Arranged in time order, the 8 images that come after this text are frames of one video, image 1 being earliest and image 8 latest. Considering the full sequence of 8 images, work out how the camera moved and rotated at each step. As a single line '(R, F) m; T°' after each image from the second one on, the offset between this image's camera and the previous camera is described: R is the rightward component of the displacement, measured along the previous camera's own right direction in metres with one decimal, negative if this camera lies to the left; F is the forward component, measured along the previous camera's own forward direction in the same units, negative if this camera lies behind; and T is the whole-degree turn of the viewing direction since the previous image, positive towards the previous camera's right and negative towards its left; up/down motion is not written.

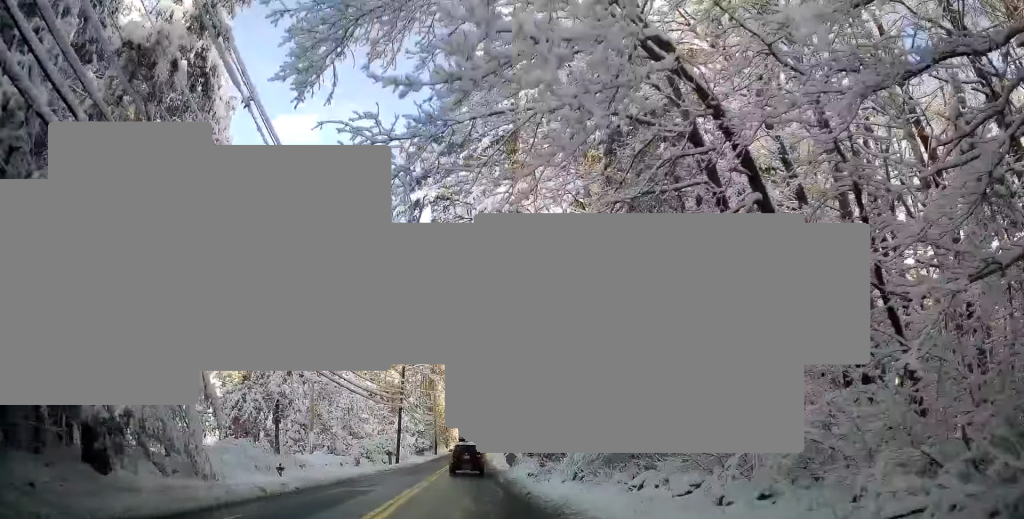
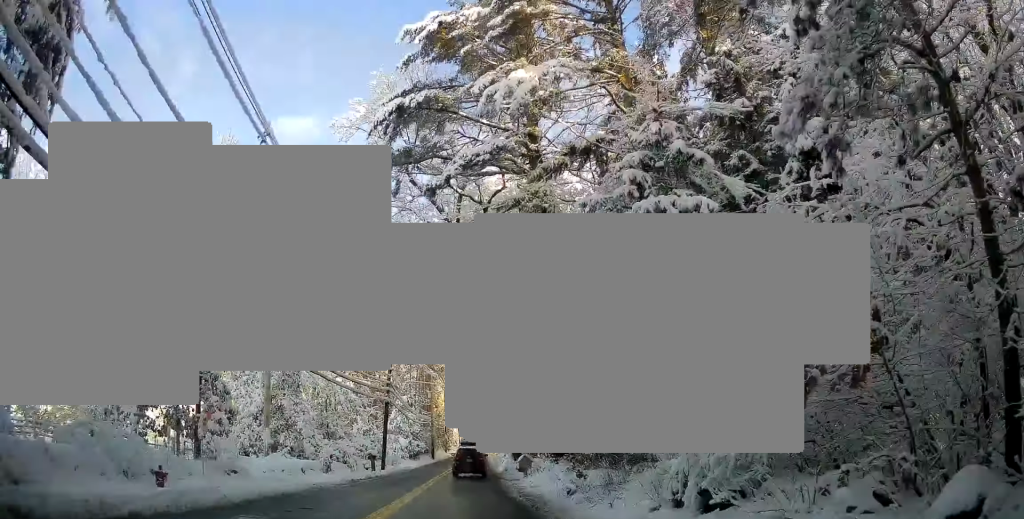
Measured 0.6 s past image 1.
(+0.1, +8.1) m; 0°
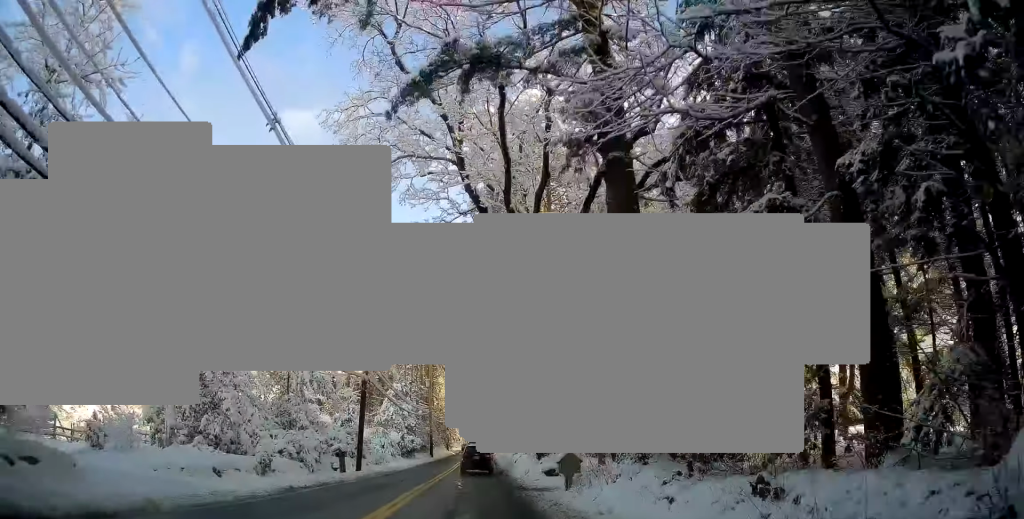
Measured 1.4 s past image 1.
(-0.2, +9.7) m; -1°
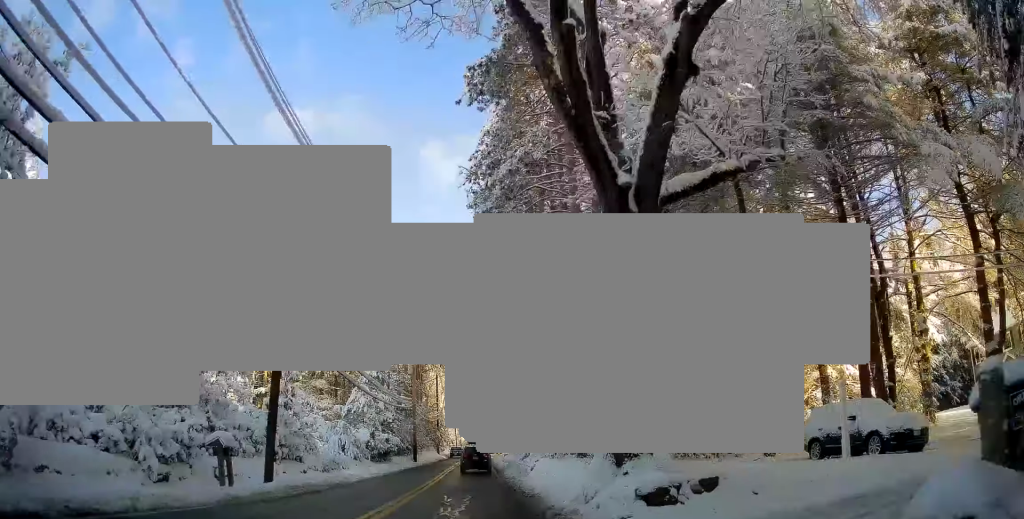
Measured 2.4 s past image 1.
(0.0, +12.7) m; +1°
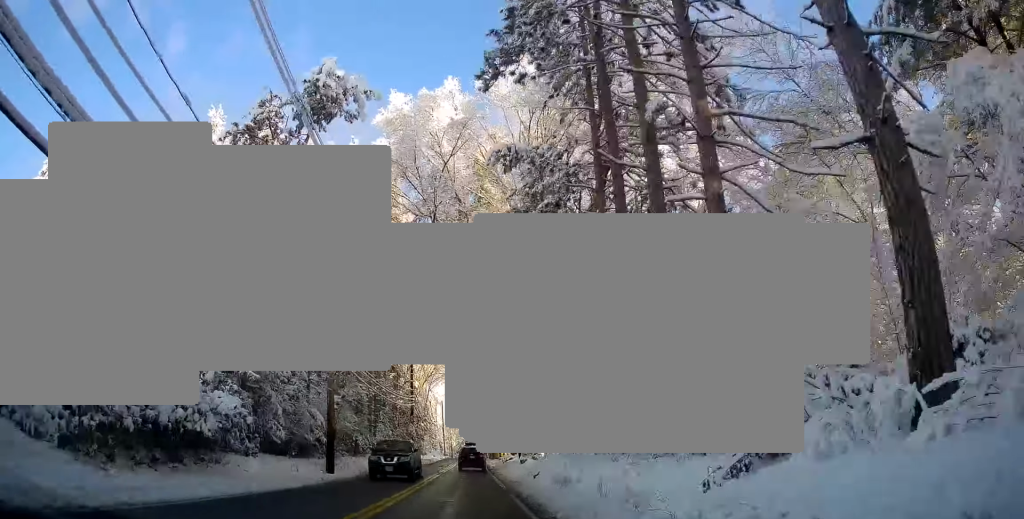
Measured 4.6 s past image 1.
(-0.5, +28.7) m; -2°
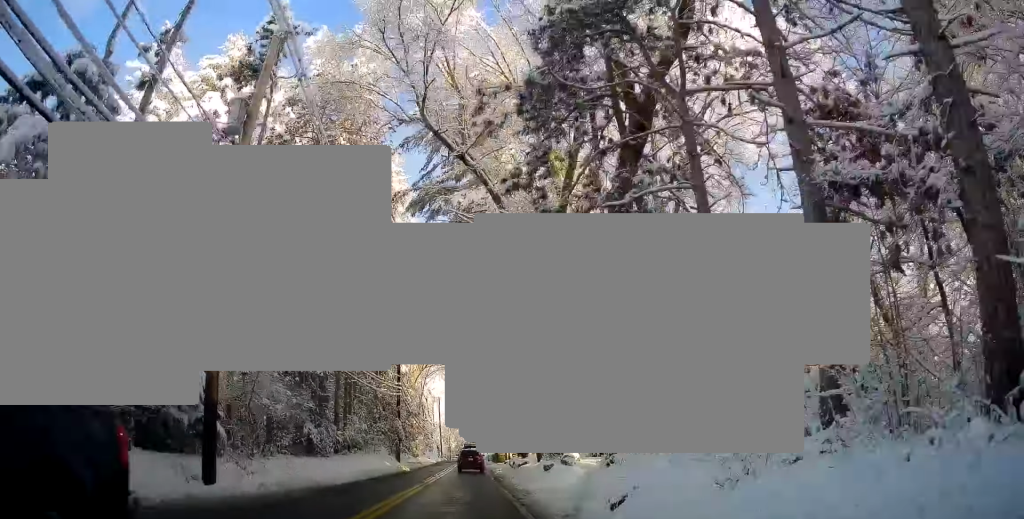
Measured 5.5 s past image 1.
(-0.1, +10.9) m; +1°
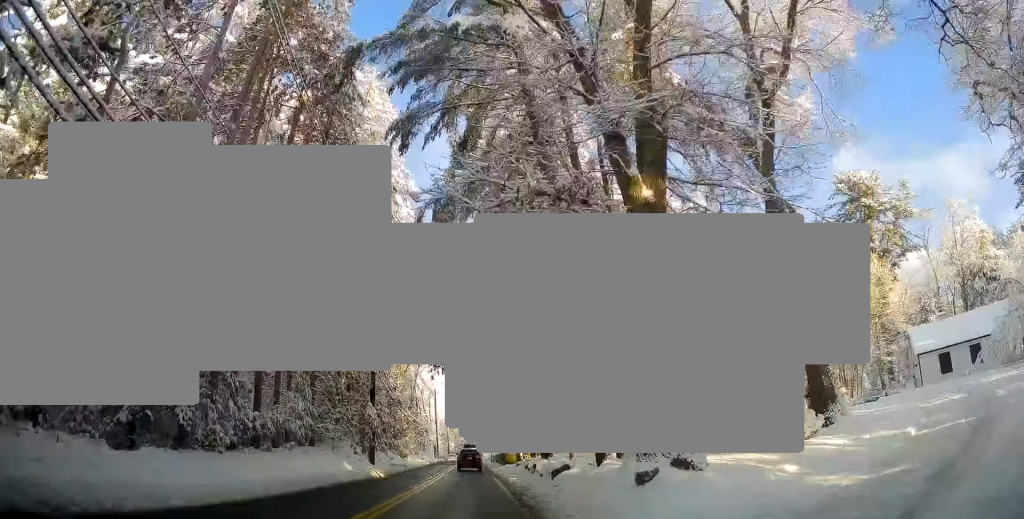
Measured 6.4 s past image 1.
(+0.2, +12.6) m; +2°
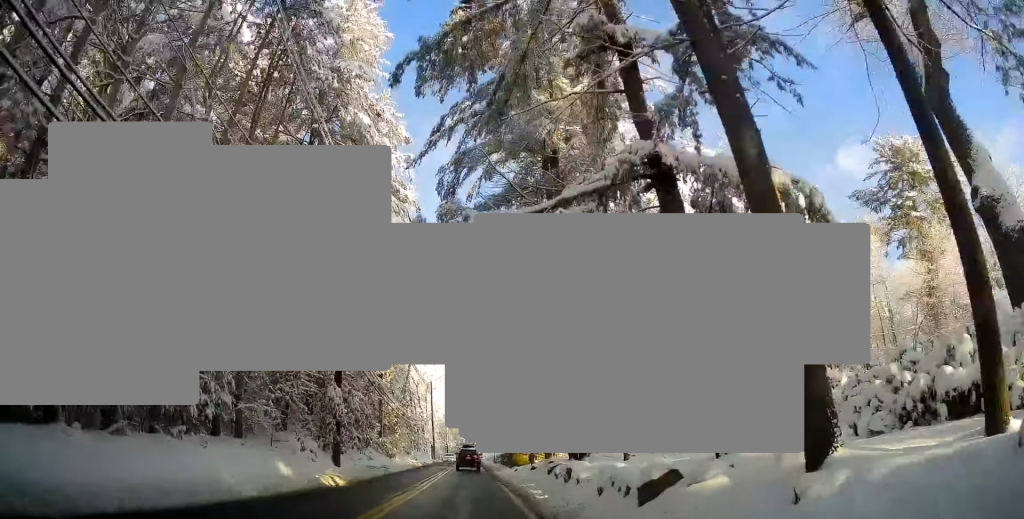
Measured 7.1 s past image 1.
(+0.1, +9.3) m; 0°
